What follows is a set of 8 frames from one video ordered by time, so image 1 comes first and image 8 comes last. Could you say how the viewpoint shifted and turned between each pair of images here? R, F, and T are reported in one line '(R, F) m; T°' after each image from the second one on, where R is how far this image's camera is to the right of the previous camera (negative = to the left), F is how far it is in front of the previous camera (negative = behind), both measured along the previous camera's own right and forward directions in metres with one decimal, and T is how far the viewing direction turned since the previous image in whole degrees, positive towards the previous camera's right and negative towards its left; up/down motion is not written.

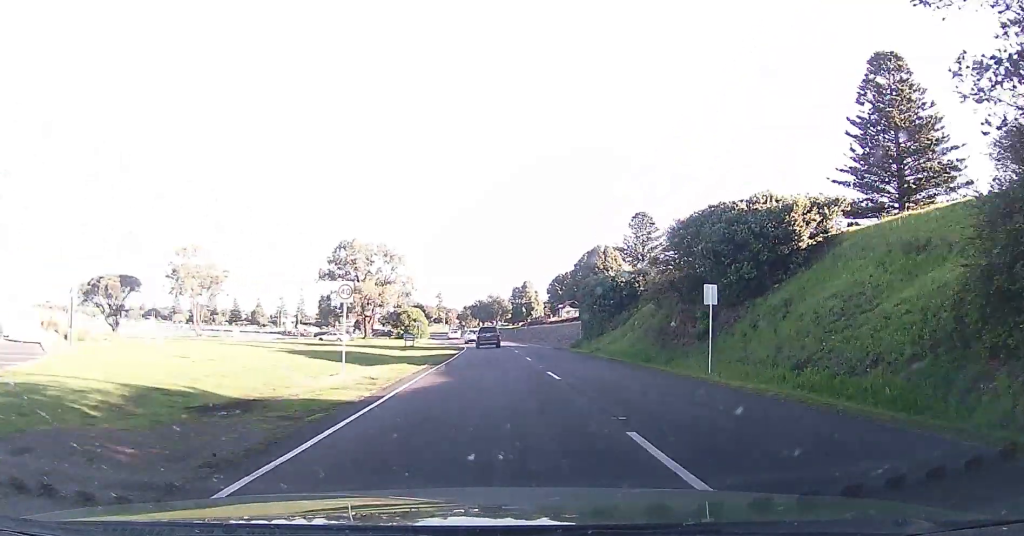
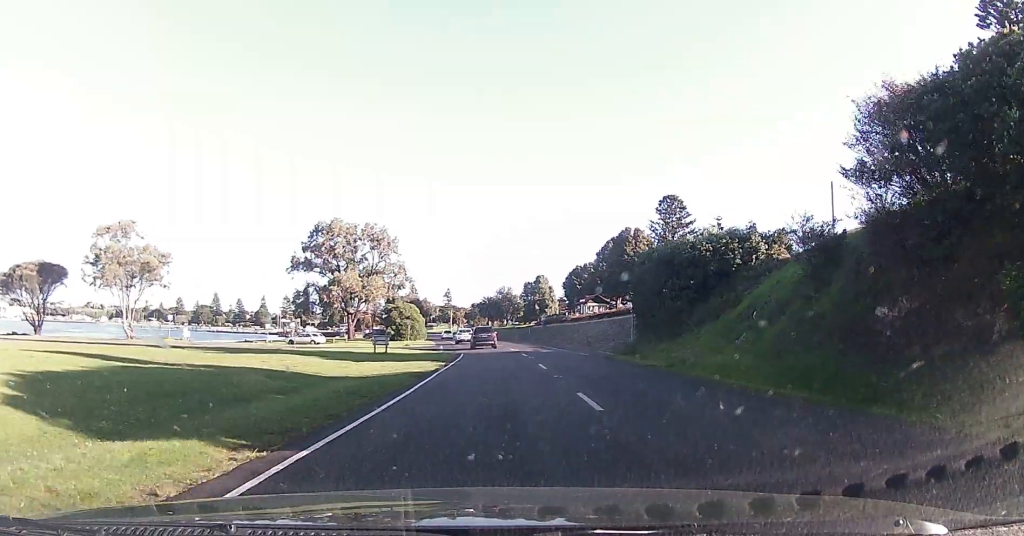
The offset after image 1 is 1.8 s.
(-0.2, +18.9) m; -1°
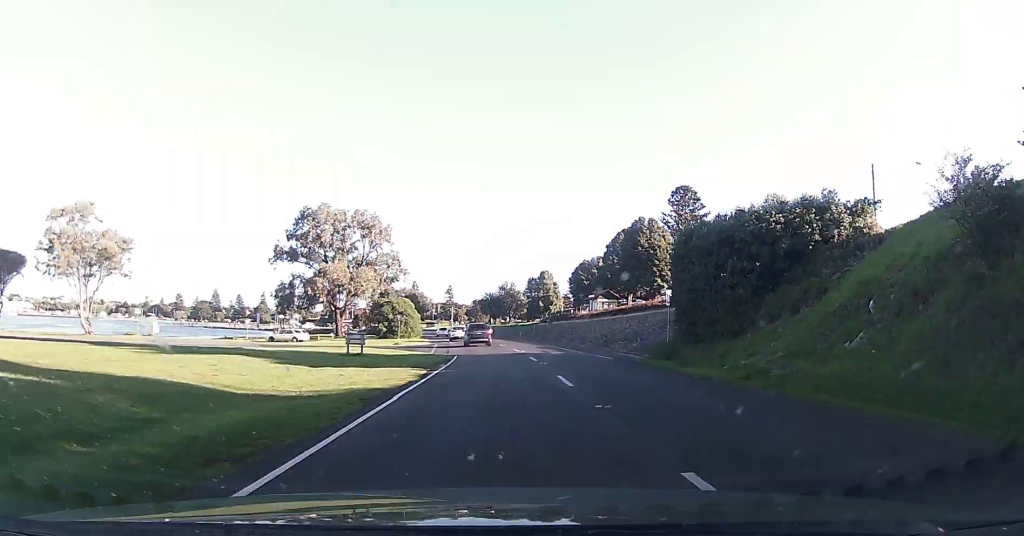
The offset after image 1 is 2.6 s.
(-0.1, +7.9) m; -1°
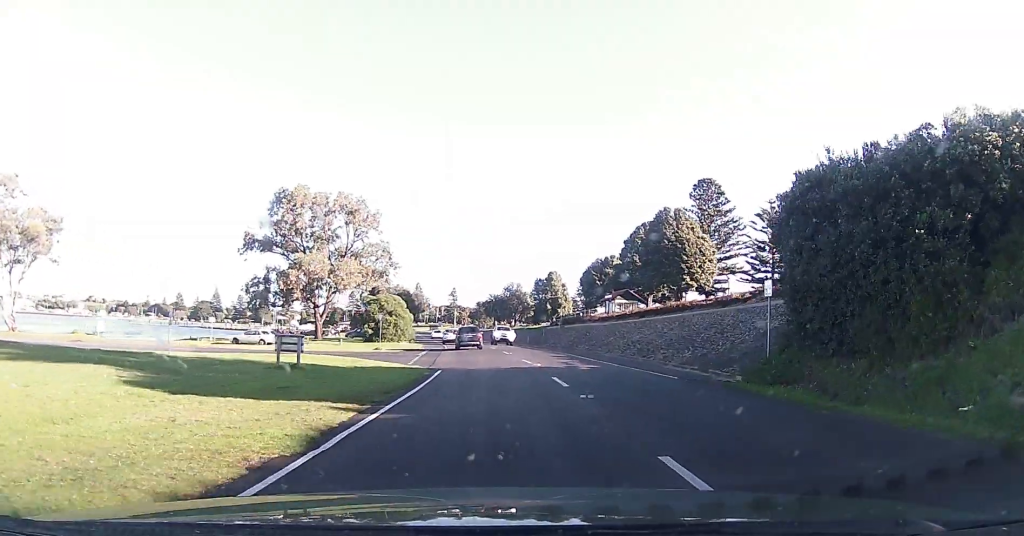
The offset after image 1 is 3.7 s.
(-0.1, +11.2) m; -1°
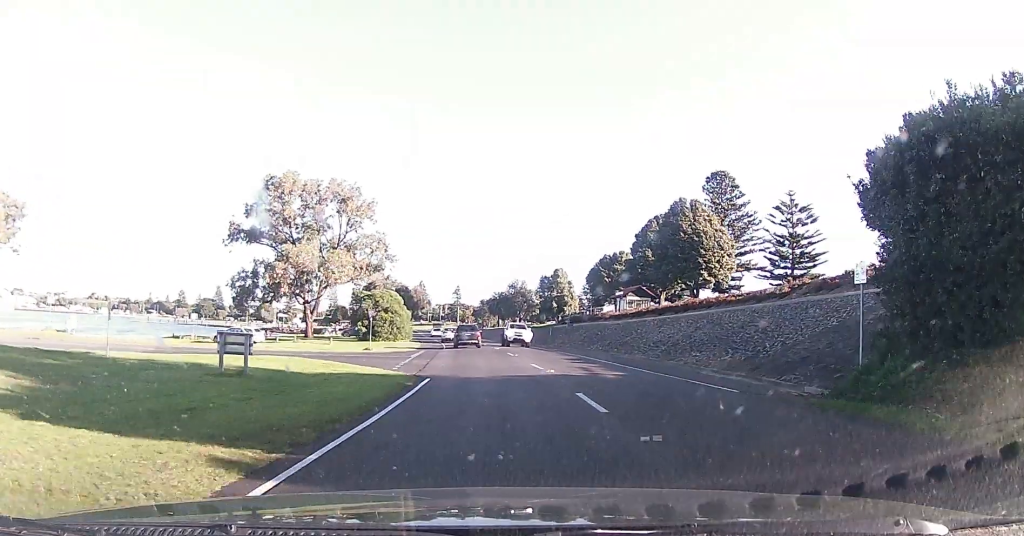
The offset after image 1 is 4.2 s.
(0.0, +5.1) m; -1°
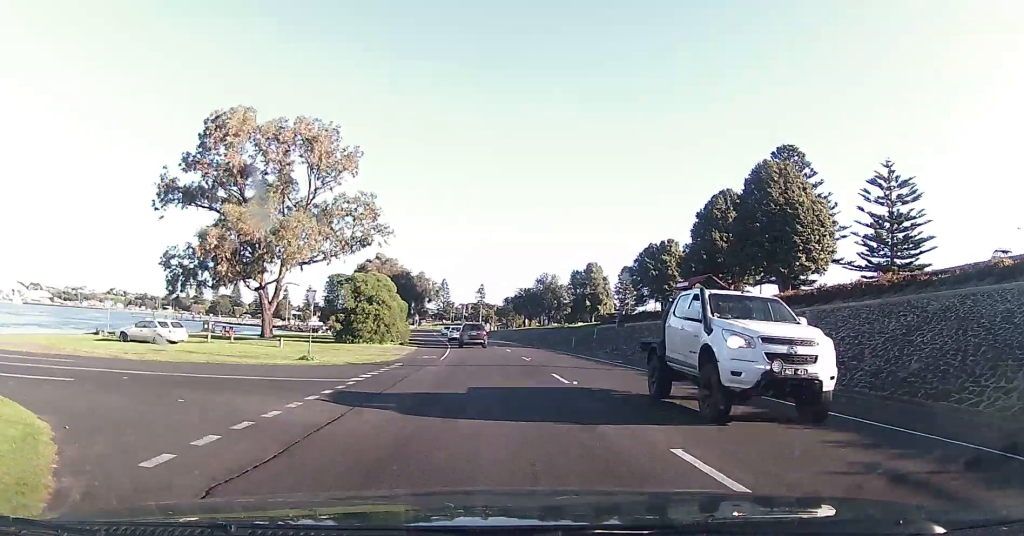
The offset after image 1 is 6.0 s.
(-0.4, +18.6) m; -1°
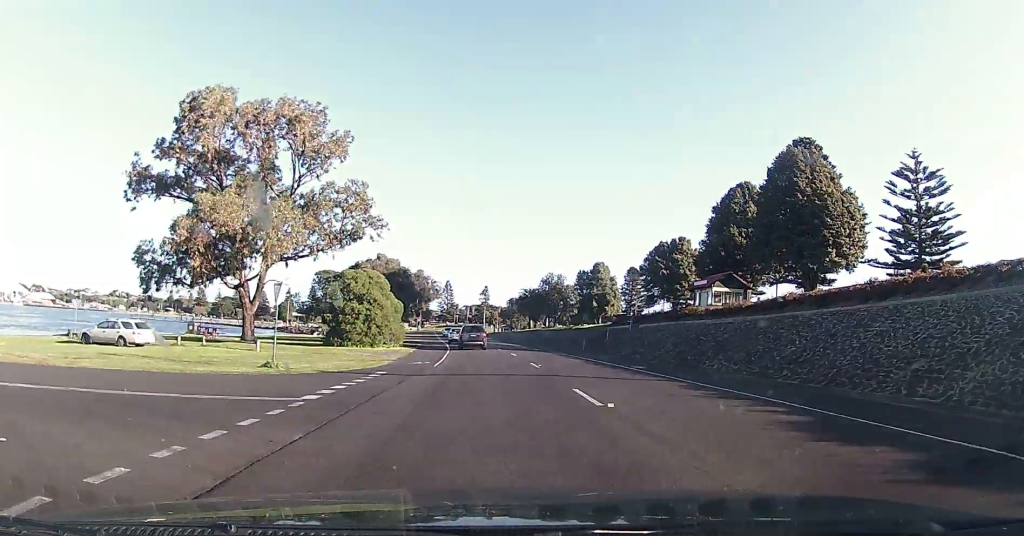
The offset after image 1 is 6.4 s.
(0.0, +4.5) m; 0°
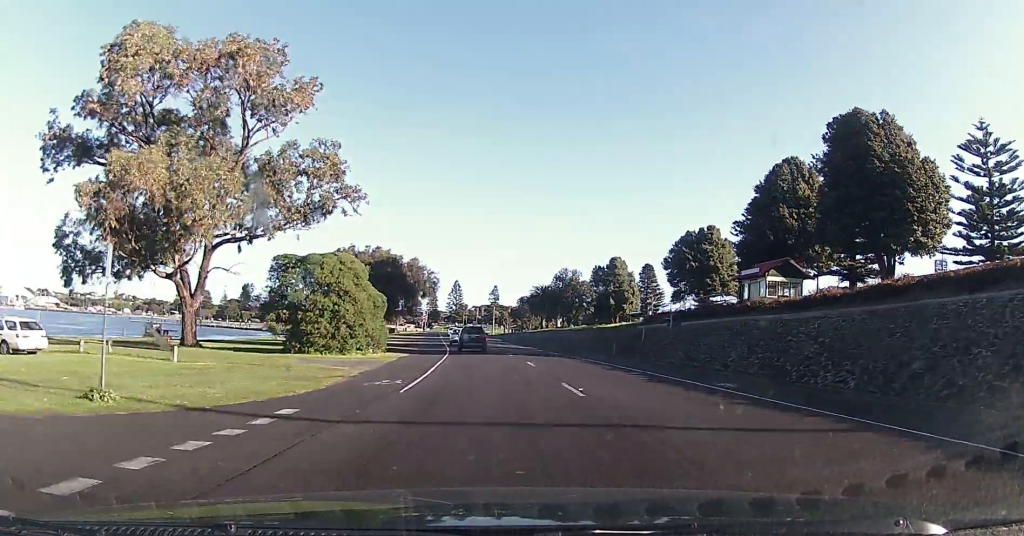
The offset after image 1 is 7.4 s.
(0.0, +10.2) m; -1°
